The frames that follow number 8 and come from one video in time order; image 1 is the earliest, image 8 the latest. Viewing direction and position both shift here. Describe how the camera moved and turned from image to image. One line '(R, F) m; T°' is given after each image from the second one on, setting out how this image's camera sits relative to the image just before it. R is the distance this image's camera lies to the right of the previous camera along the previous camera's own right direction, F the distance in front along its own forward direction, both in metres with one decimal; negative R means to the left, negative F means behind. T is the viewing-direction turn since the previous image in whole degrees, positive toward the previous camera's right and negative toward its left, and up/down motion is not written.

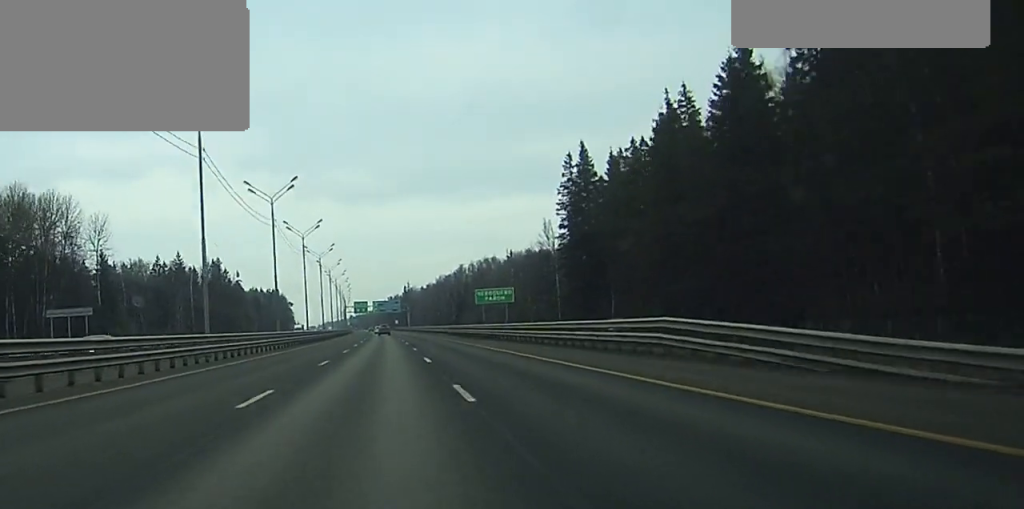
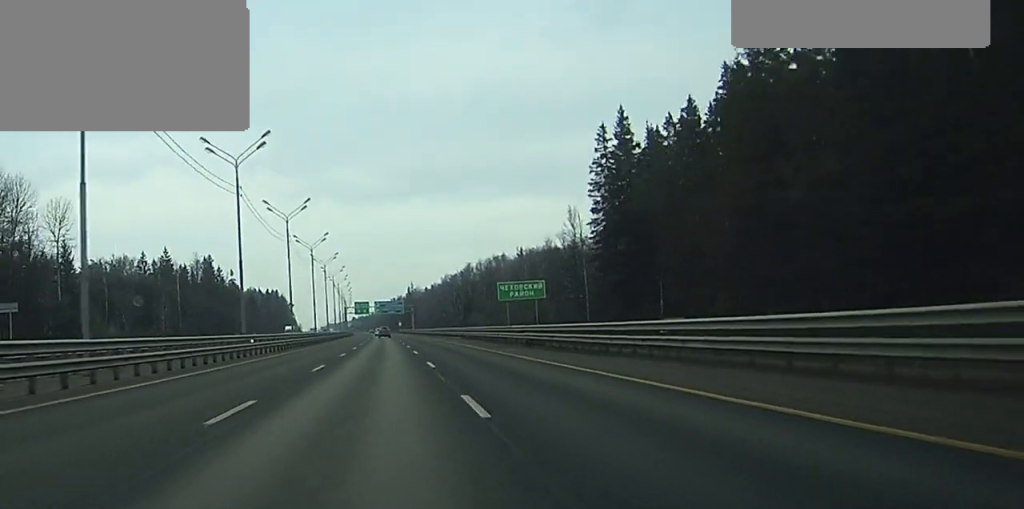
(0.0, +18.4) m; 0°
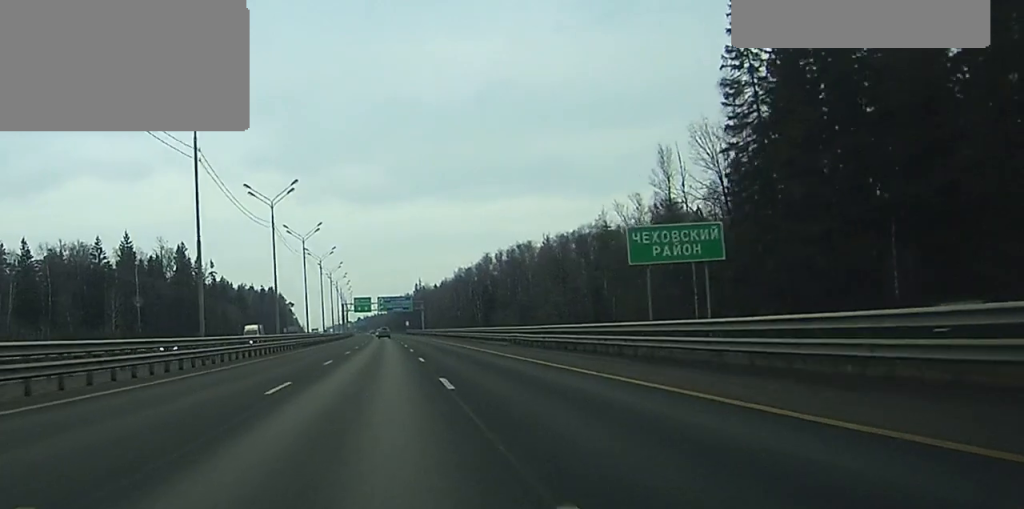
(-0.3, +42.8) m; -1°
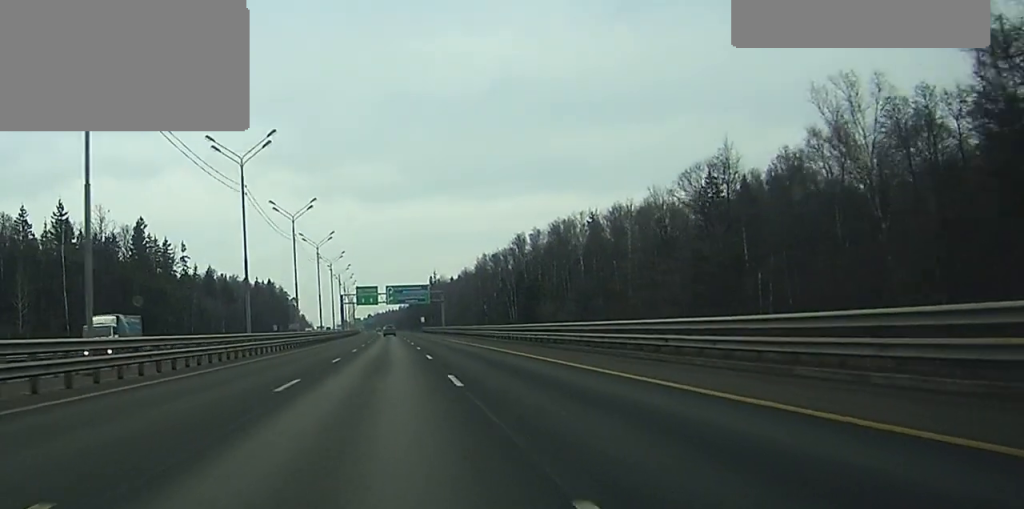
(-0.2, +48.2) m; -1°
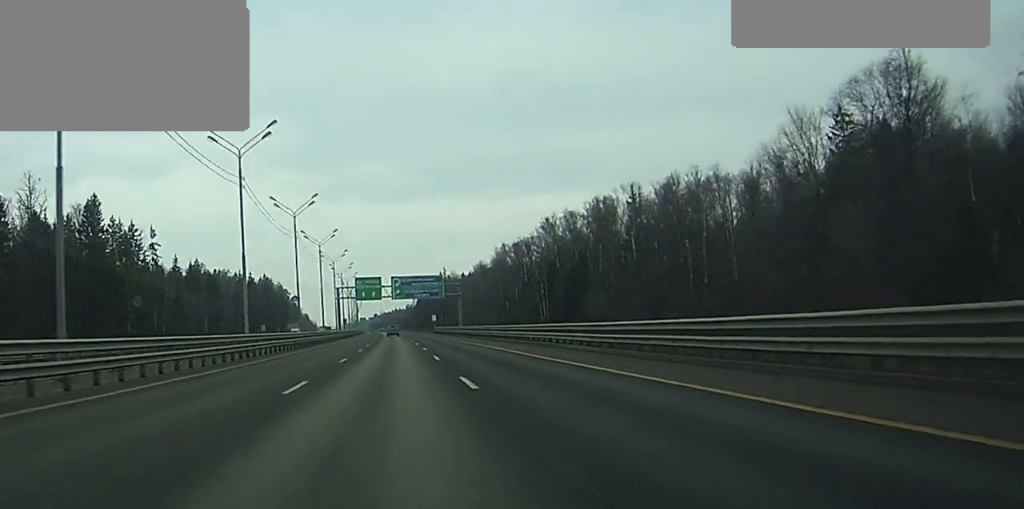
(-0.2, +32.9) m; 0°
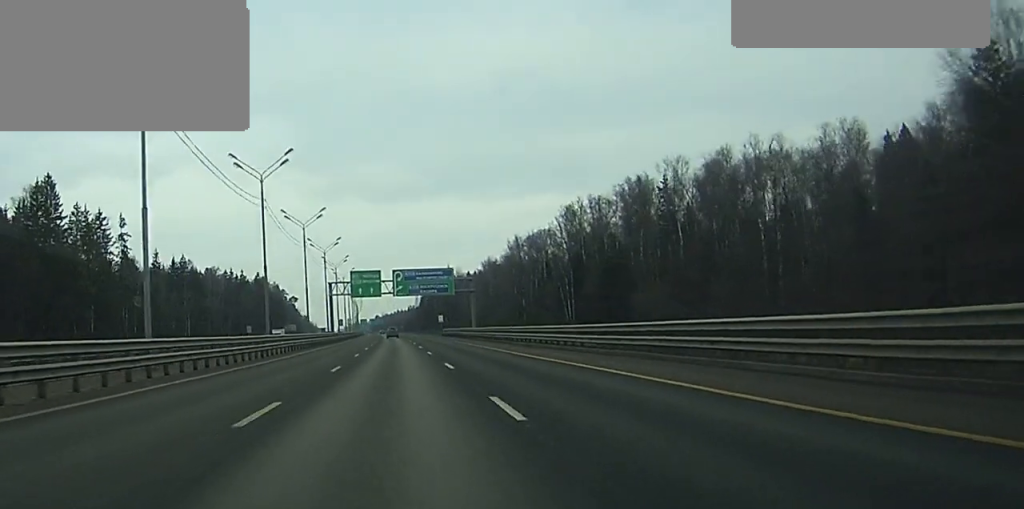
(0.0, +21.9) m; 0°
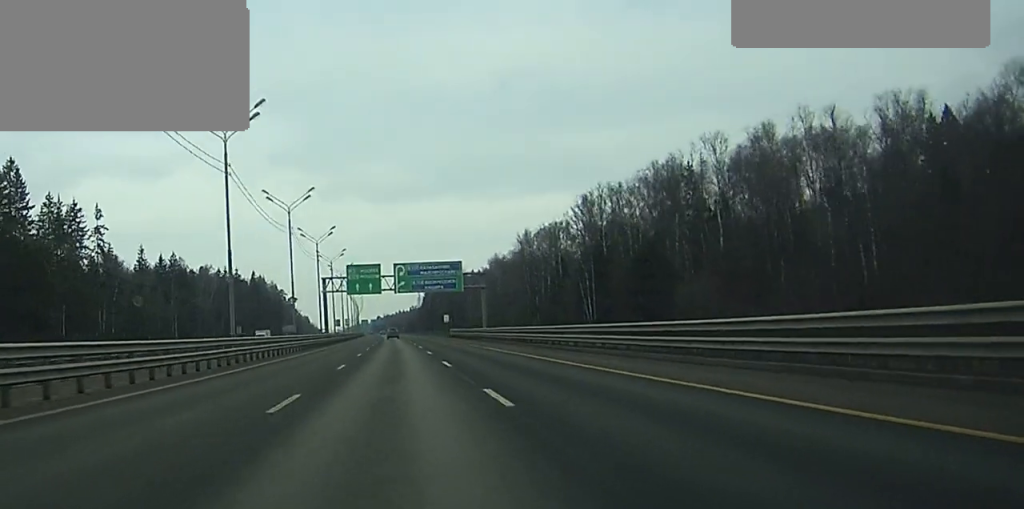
(0.0, +13.9) m; 0°
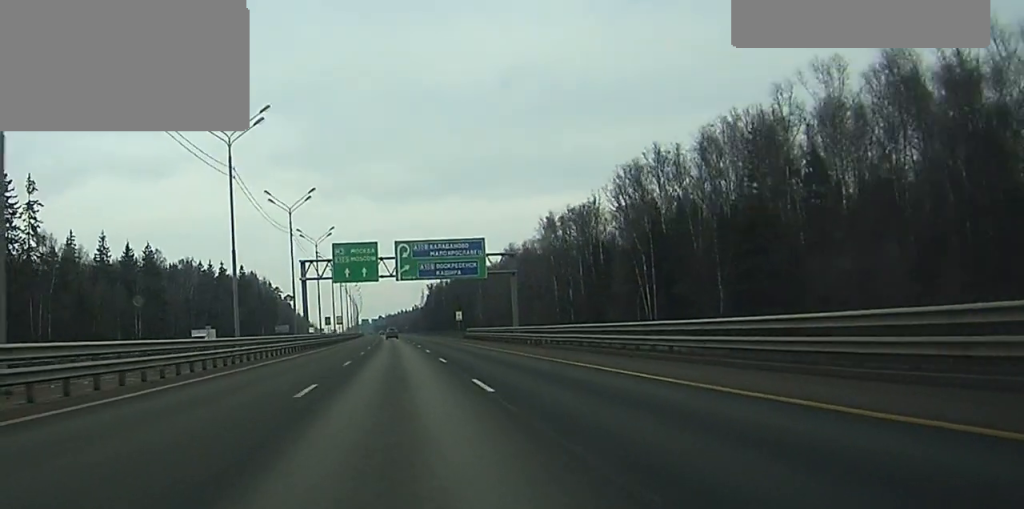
(0.0, +28.9) m; 0°
